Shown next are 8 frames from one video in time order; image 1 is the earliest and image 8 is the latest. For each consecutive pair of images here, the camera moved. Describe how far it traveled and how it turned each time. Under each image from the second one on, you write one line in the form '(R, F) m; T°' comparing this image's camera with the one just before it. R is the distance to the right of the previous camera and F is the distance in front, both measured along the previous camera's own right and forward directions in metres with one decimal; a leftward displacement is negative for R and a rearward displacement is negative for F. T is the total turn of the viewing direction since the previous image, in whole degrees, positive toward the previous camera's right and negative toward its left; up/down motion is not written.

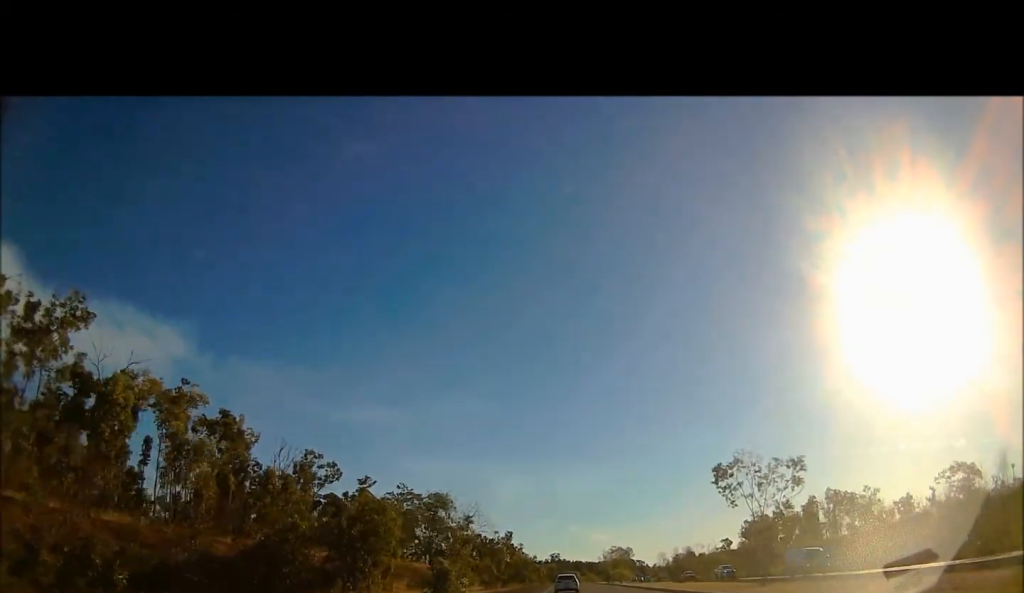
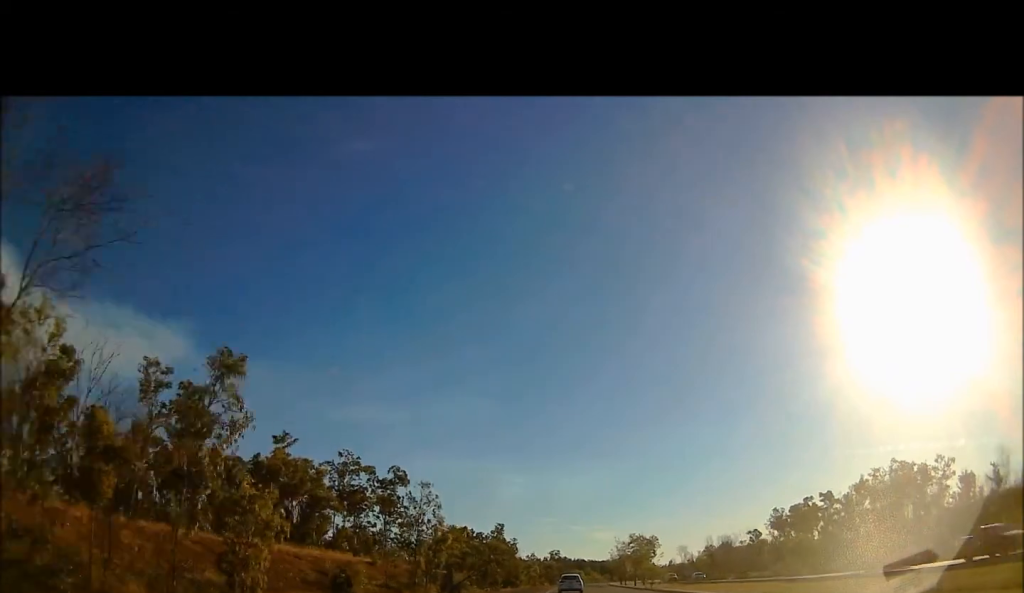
(+1.8, +41.1) m; +1°
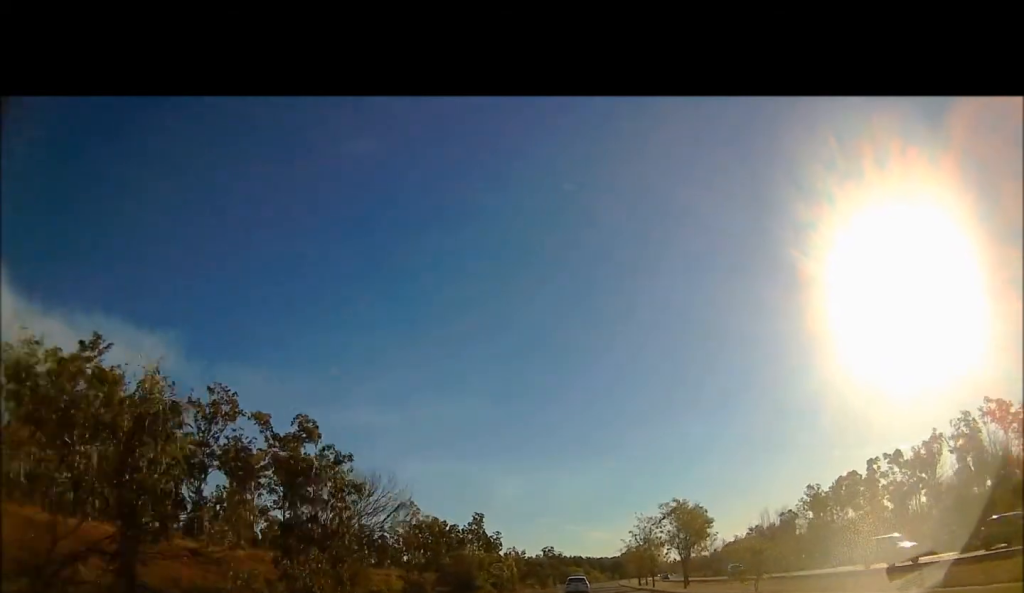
(-2.1, +42.6) m; -3°
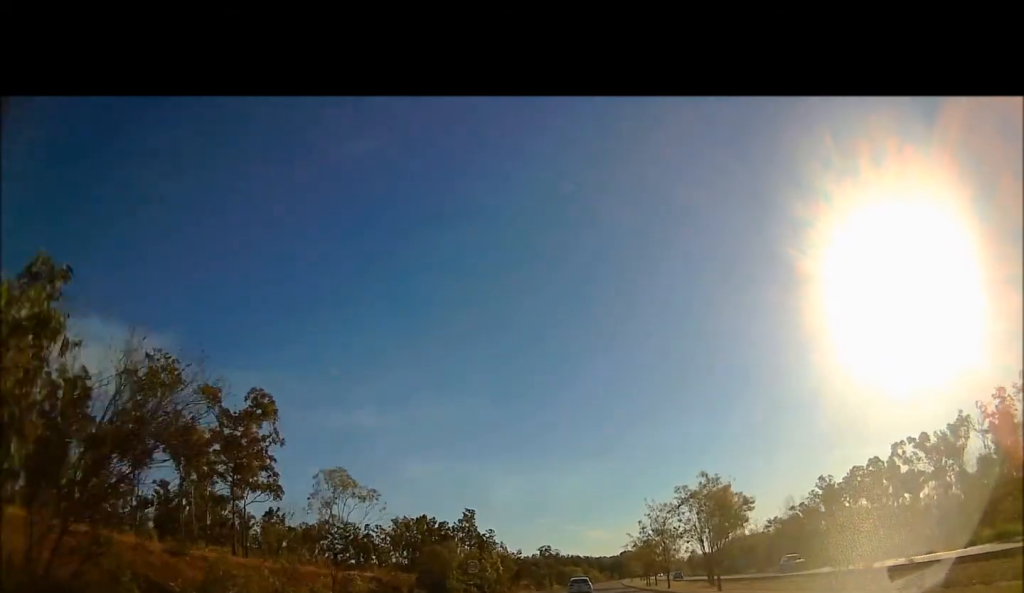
(0.0, +12.8) m; 0°
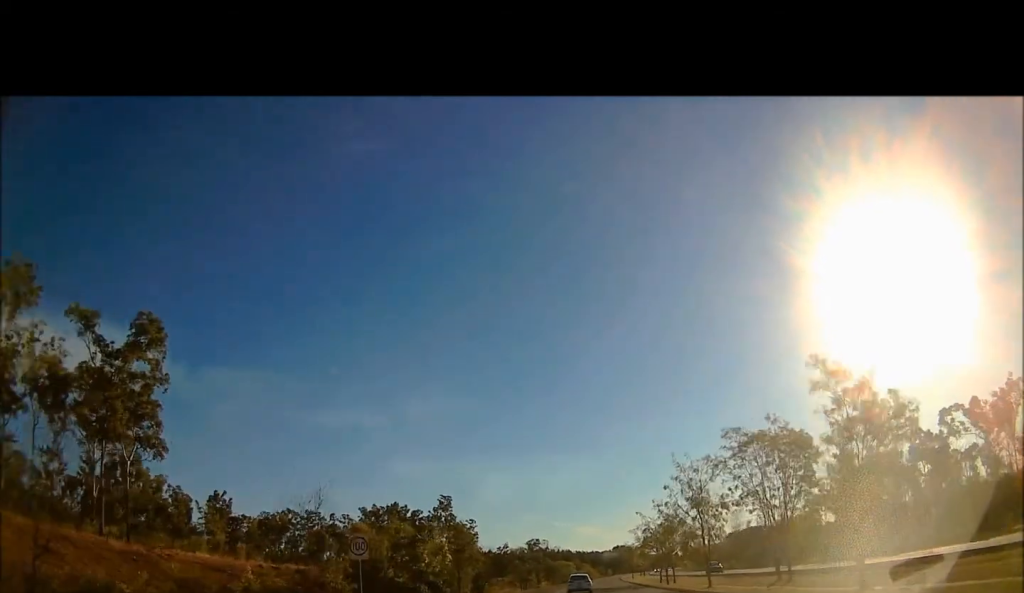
(0.0, +22.3) m; 0°
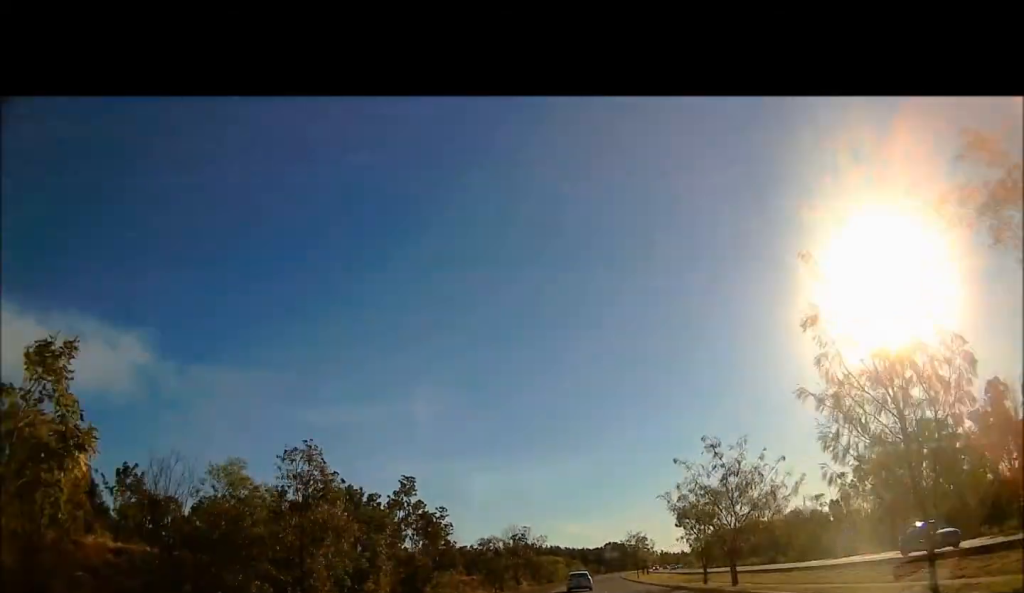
(0.0, +29.2) m; +1°
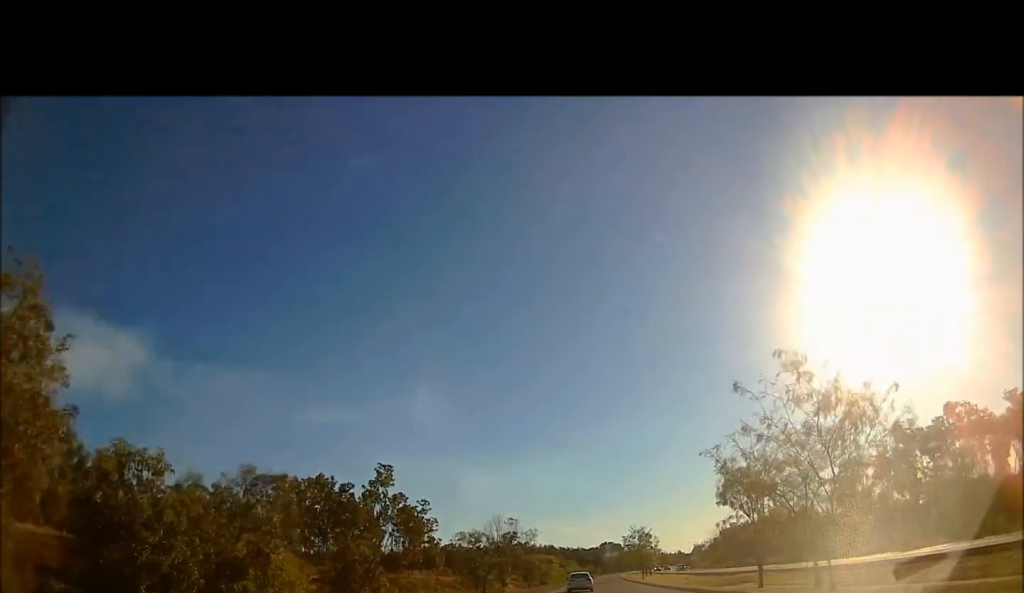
(-0.3, +14.9) m; +1°
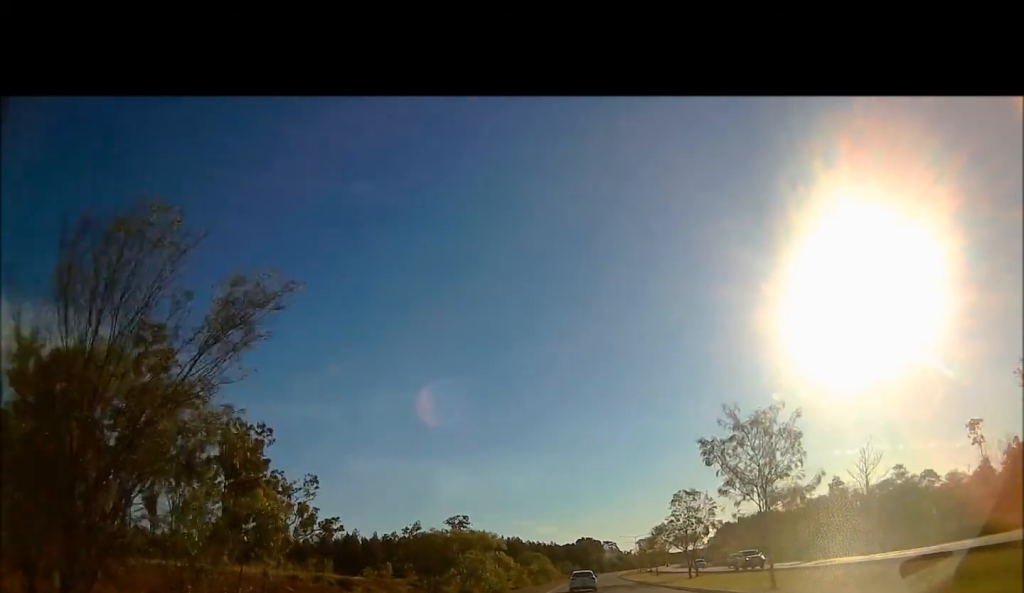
(+1.6, +73.5) m; +1°
